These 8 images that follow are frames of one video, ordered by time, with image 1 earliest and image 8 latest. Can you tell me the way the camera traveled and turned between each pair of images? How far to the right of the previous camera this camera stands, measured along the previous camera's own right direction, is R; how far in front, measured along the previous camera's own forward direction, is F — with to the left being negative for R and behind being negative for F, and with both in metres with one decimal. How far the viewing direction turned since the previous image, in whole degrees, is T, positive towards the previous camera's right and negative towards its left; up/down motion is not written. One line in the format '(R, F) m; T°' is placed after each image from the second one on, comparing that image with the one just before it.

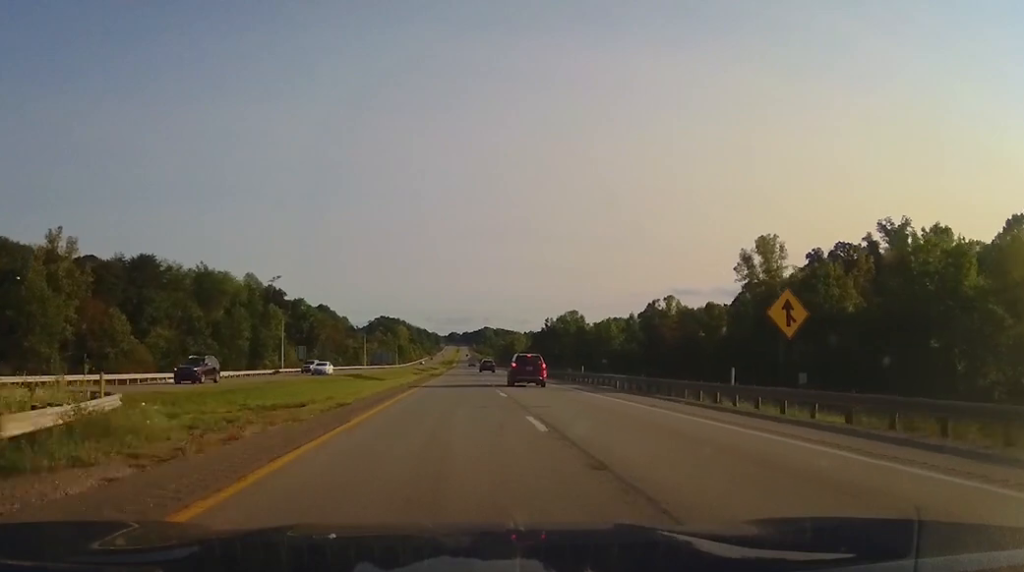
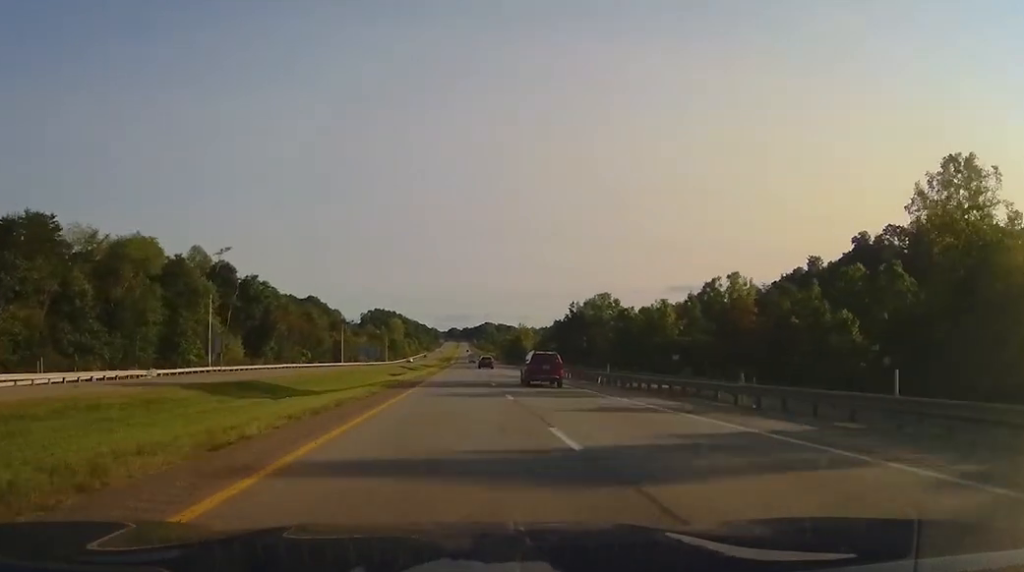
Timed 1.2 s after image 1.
(0.0, +39.9) m; 0°
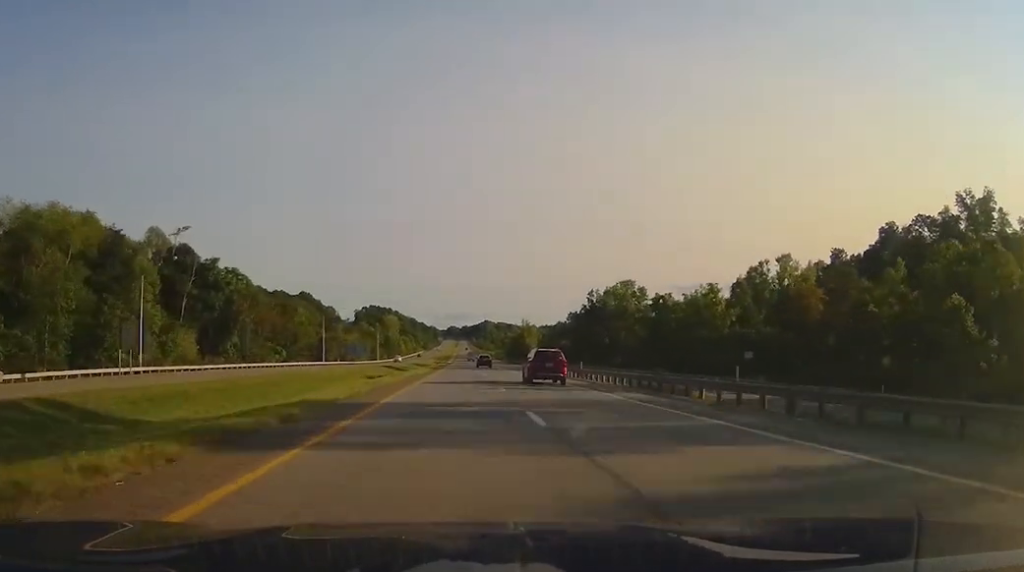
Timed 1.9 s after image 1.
(0.0, +21.4) m; 0°
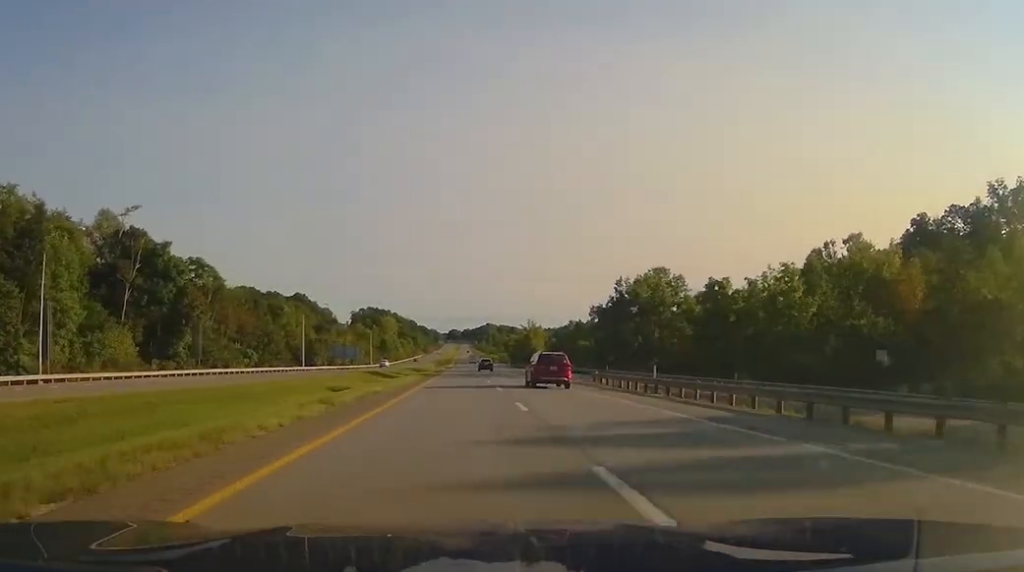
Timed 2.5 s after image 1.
(+0.1, +20.2) m; 0°
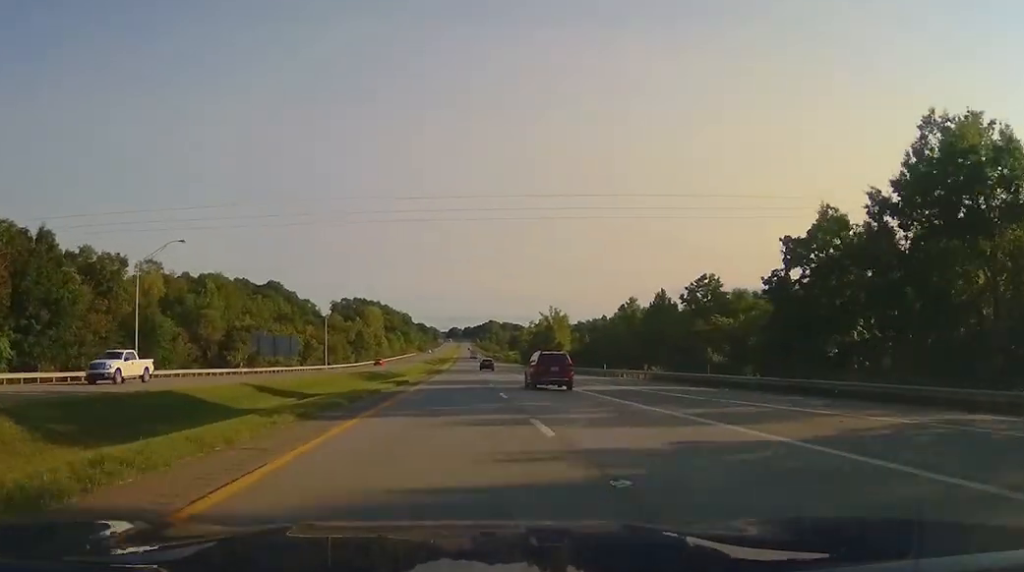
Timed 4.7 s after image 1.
(0.0, +67.6) m; 0°
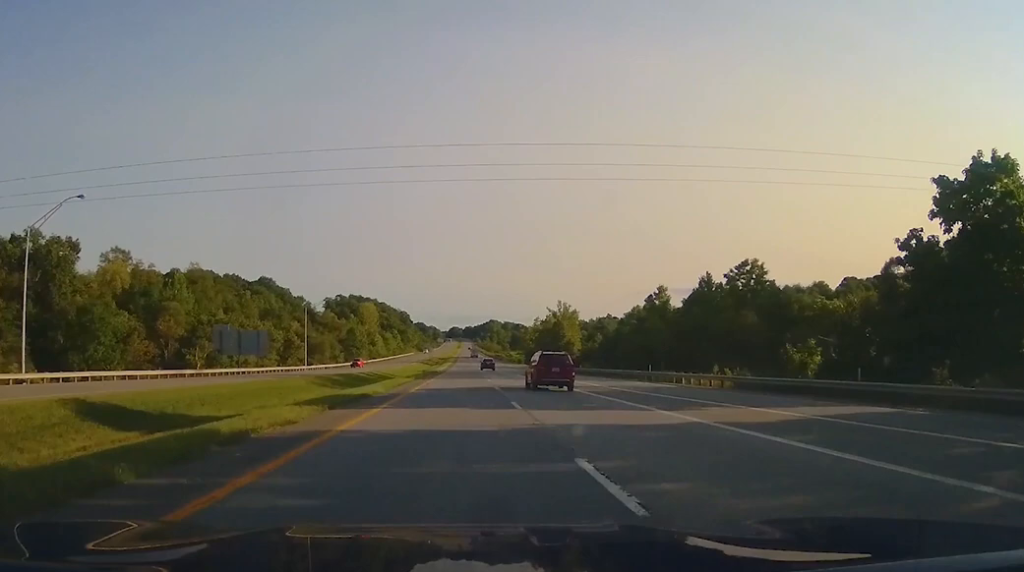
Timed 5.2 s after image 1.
(-0.2, +18.1) m; 0°
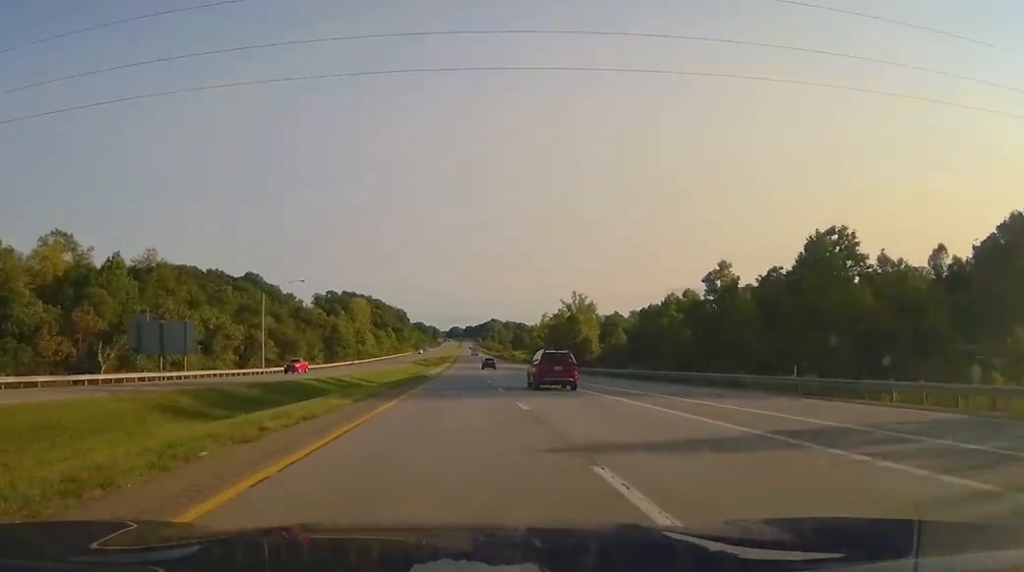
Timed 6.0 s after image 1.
(+0.4, +25.5) m; 0°
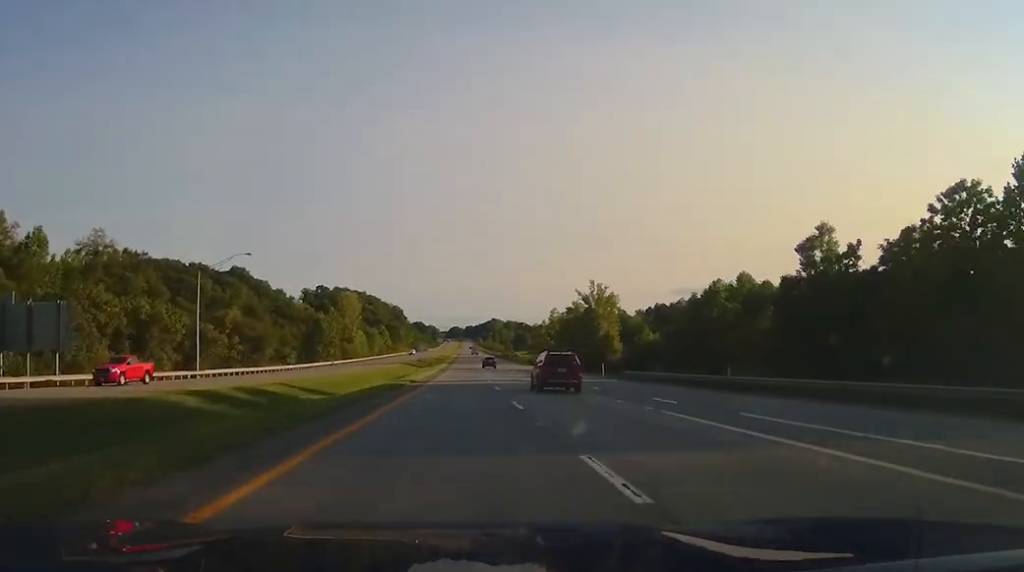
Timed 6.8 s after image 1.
(-0.2, +23.4) m; 0°
